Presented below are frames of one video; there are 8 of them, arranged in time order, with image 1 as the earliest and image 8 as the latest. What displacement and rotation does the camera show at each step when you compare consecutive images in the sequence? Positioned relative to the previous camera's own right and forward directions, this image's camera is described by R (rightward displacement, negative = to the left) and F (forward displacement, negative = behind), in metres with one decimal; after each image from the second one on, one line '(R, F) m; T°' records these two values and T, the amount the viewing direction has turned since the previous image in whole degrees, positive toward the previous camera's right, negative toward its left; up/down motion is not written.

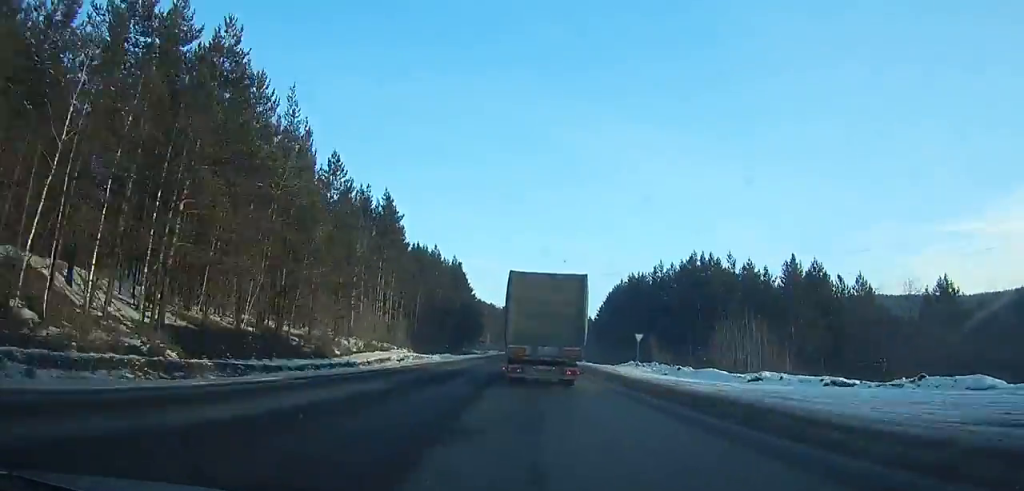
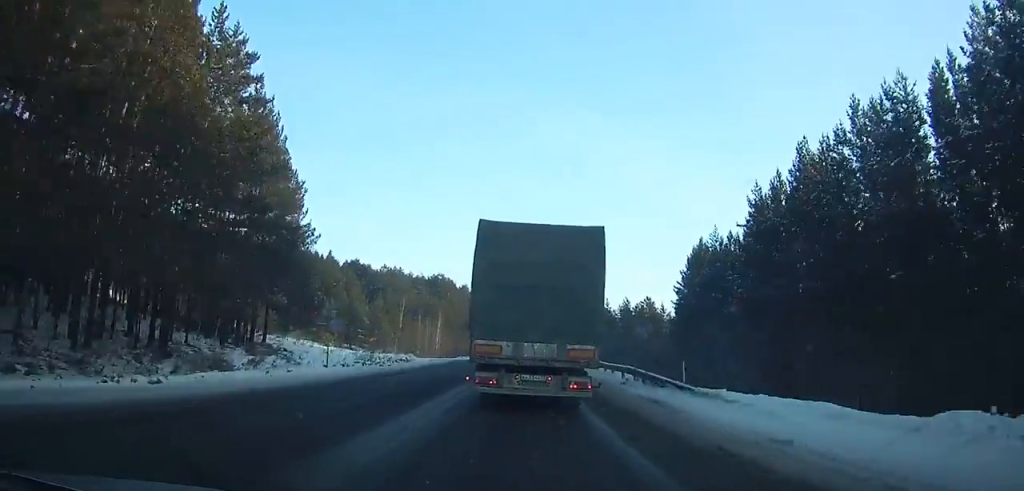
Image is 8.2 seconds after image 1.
(+2.2, +111.4) m; +2°
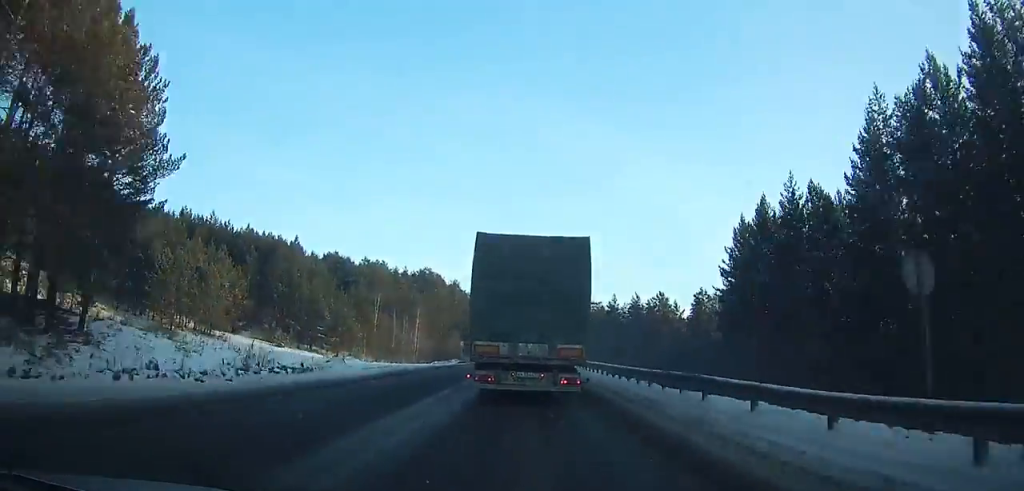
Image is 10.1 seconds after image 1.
(0.0, +22.9) m; 0°
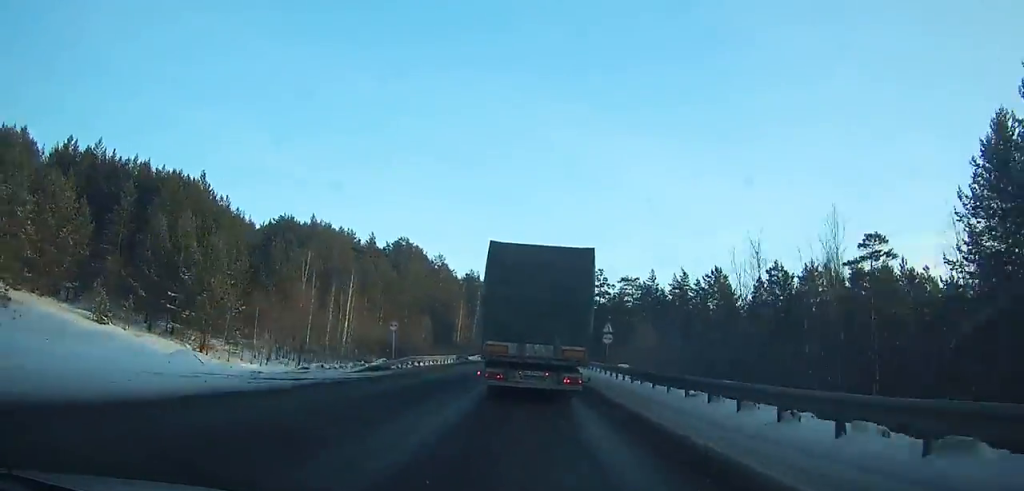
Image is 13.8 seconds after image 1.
(0.0, +44.3) m; 0°
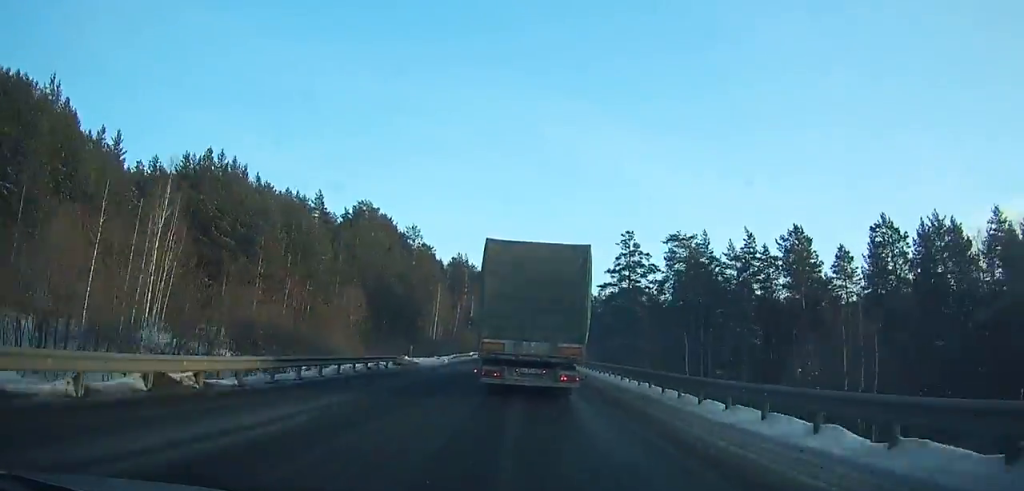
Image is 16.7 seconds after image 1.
(0.0, +35.3) m; 0°
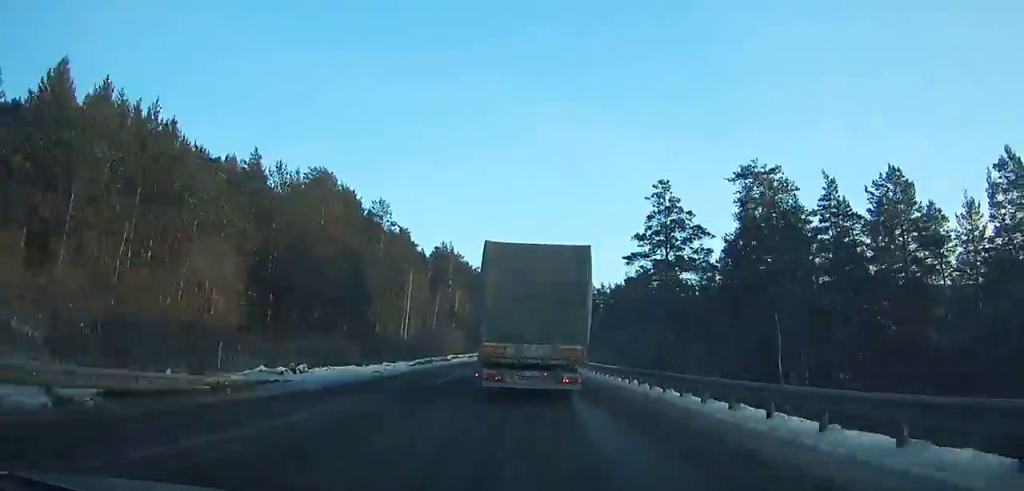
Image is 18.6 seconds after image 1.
(0.0, +23.3) m; 0°
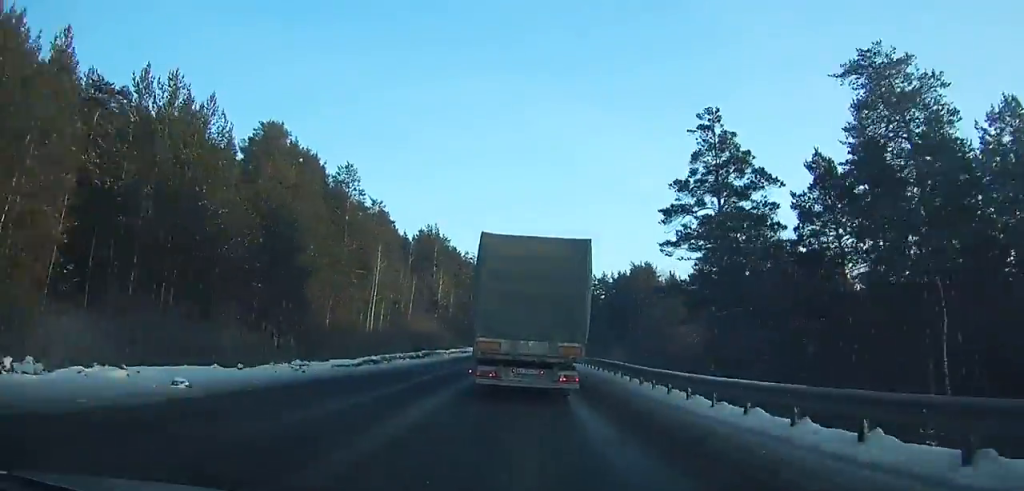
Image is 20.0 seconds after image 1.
(0.0, +17.2) m; 0°
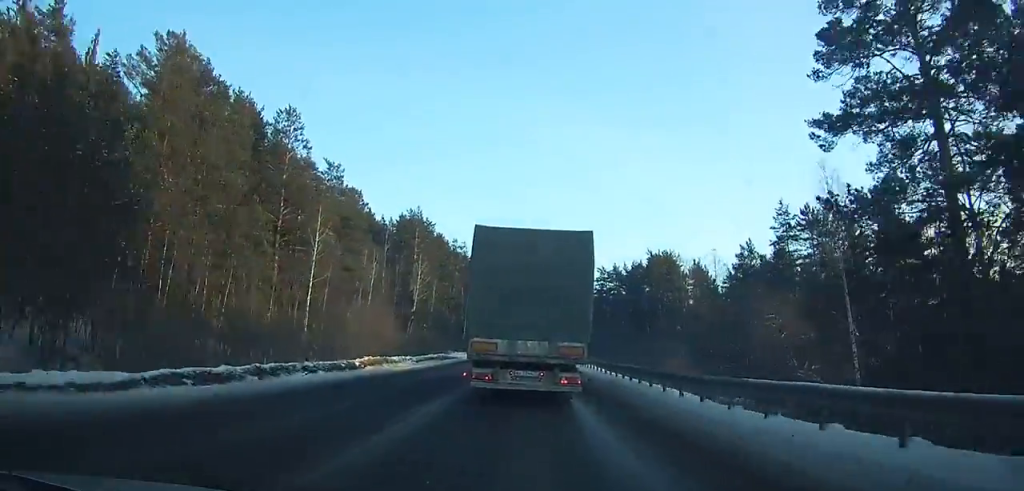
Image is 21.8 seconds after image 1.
(0.0, +22.2) m; 0°
